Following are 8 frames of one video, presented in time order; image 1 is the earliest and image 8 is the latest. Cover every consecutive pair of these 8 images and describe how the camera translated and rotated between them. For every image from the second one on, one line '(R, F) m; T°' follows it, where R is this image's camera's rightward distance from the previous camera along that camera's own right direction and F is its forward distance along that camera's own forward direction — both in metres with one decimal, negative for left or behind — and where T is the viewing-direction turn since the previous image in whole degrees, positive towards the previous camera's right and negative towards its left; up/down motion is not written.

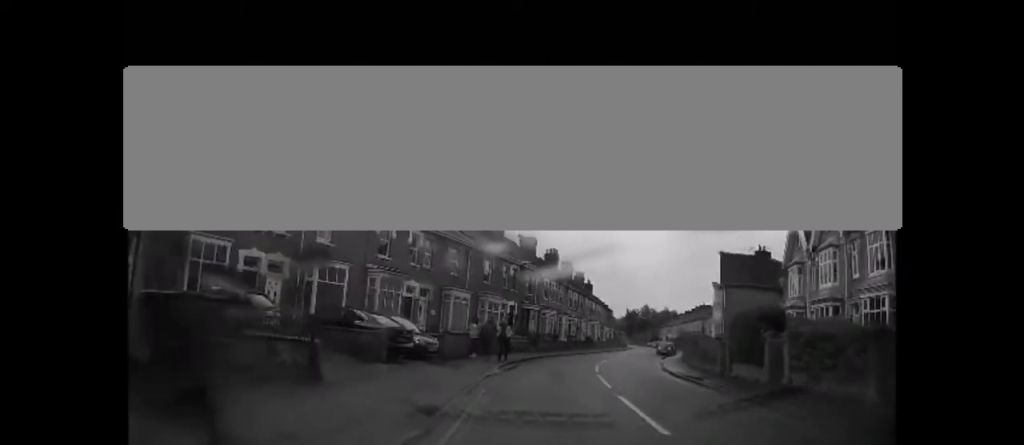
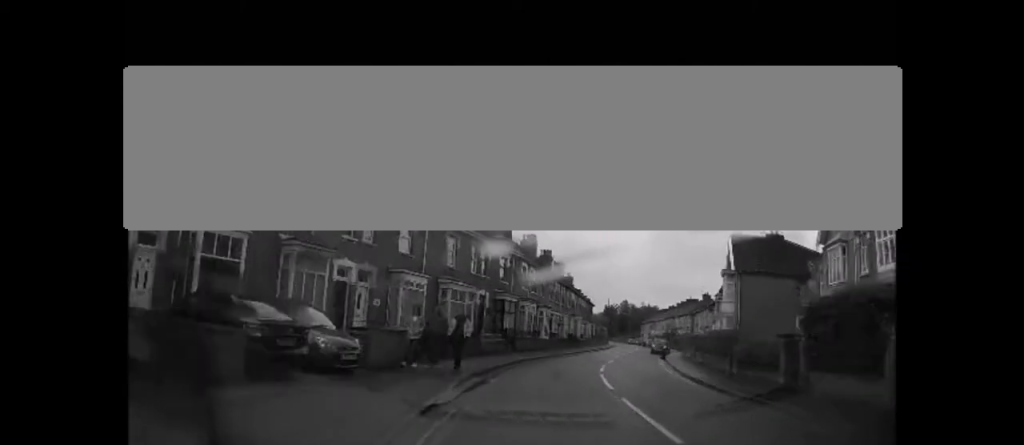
(+0.4, +6.9) m; +2°
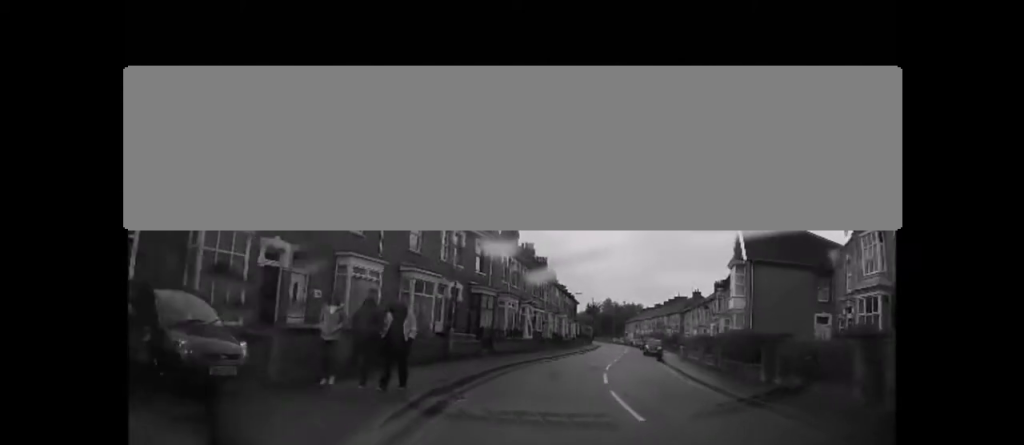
(+0.1, +4.5) m; +2°
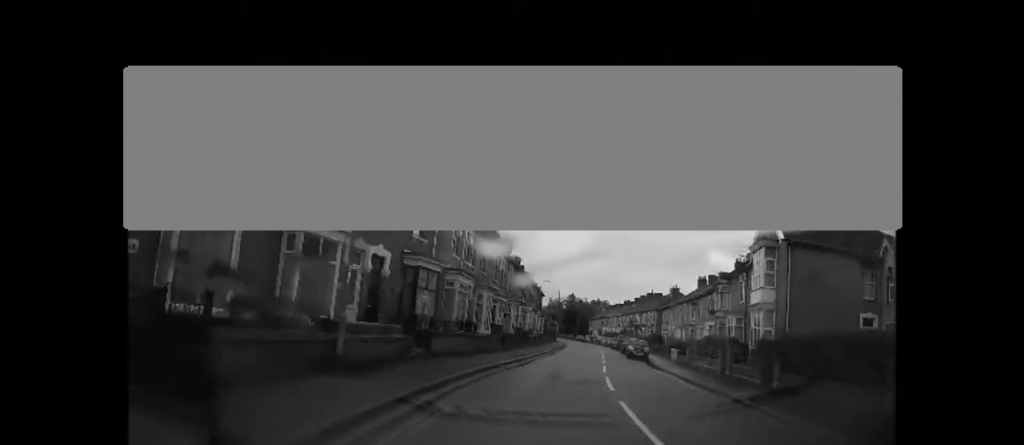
(-0.2, +8.0) m; +5°
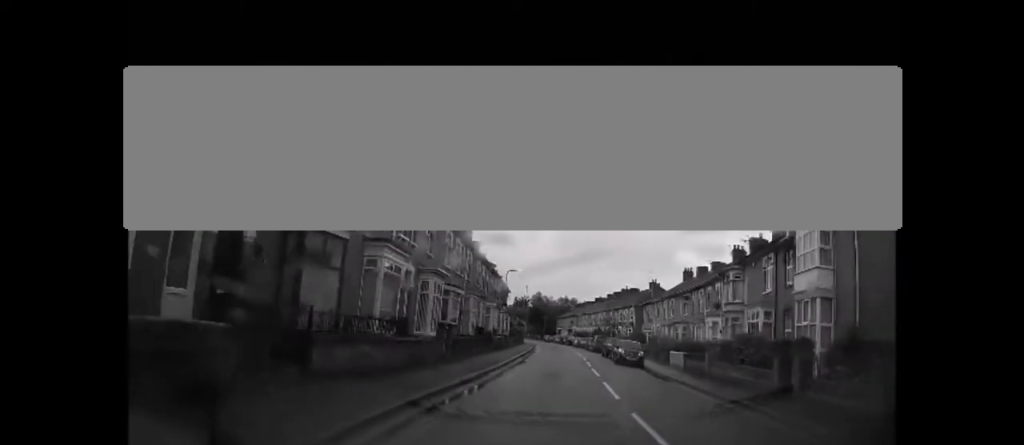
(+0.7, +7.3) m; +4°
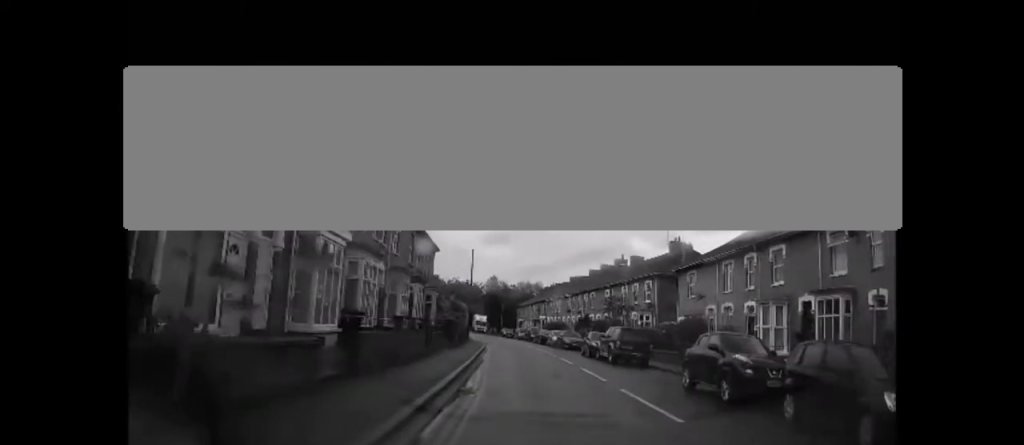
(+0.8, +27.8) m; +2°
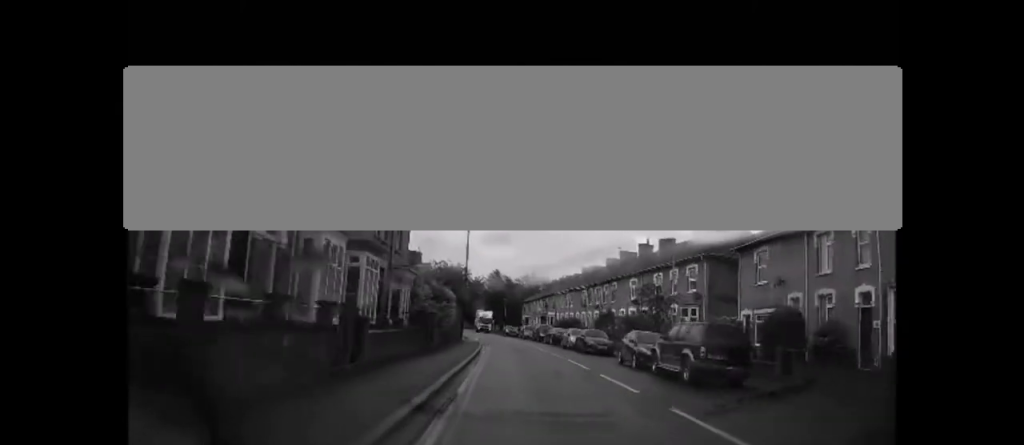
(-0.1, +9.5) m; 0°
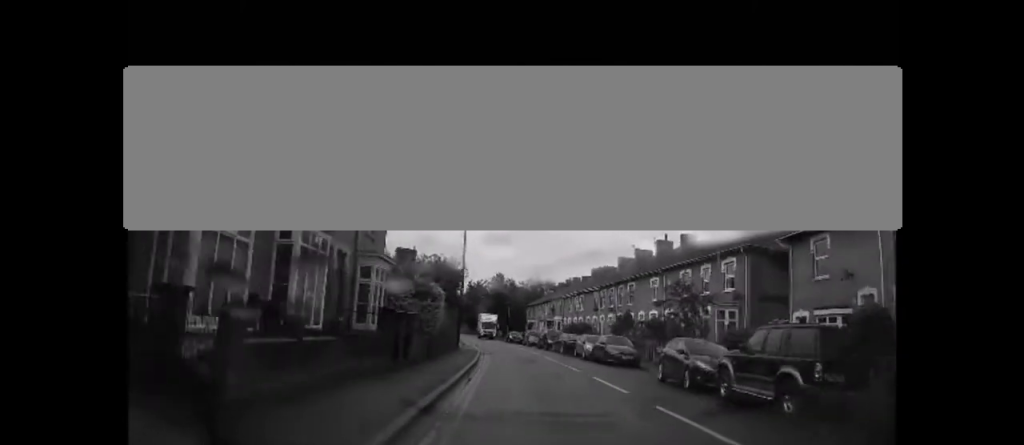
(+0.1, +5.3) m; 0°
